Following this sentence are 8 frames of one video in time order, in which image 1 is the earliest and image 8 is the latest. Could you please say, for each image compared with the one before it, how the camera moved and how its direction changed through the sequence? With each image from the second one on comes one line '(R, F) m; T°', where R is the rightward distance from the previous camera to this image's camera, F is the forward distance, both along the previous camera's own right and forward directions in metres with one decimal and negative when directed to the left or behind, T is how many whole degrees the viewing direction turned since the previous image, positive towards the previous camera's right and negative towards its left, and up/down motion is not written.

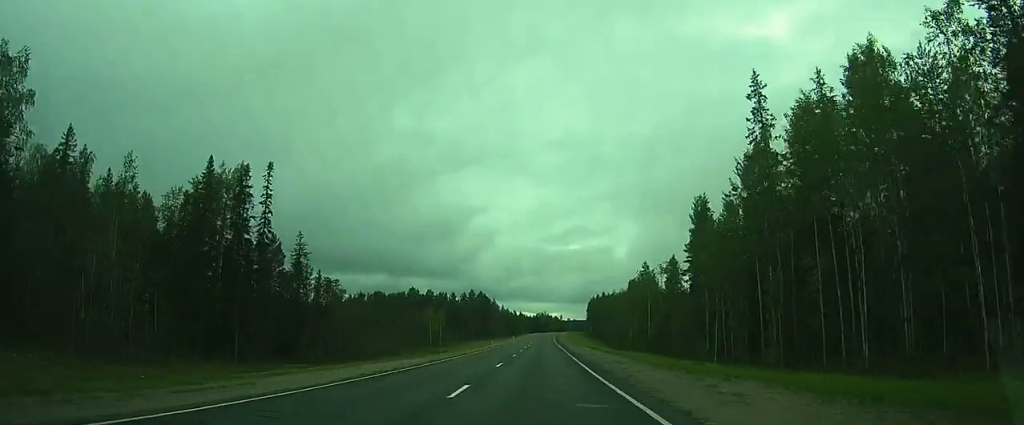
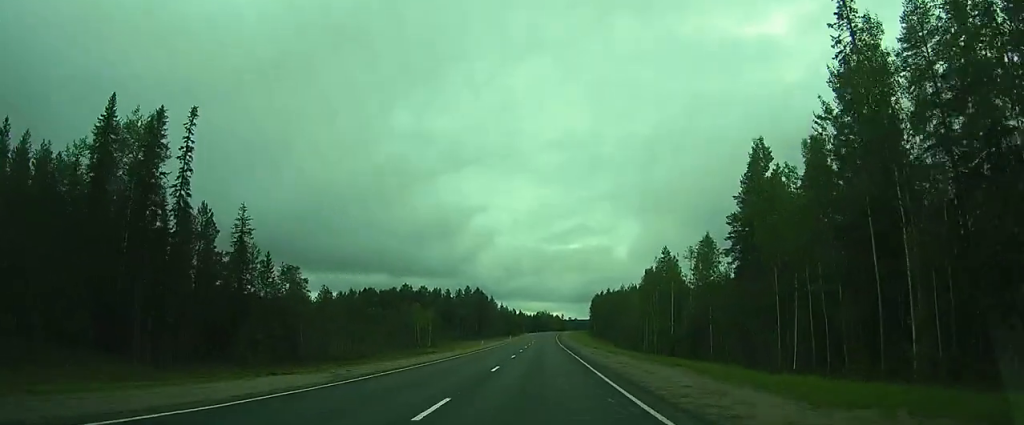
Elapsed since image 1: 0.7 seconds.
(0.0, +15.3) m; 0°
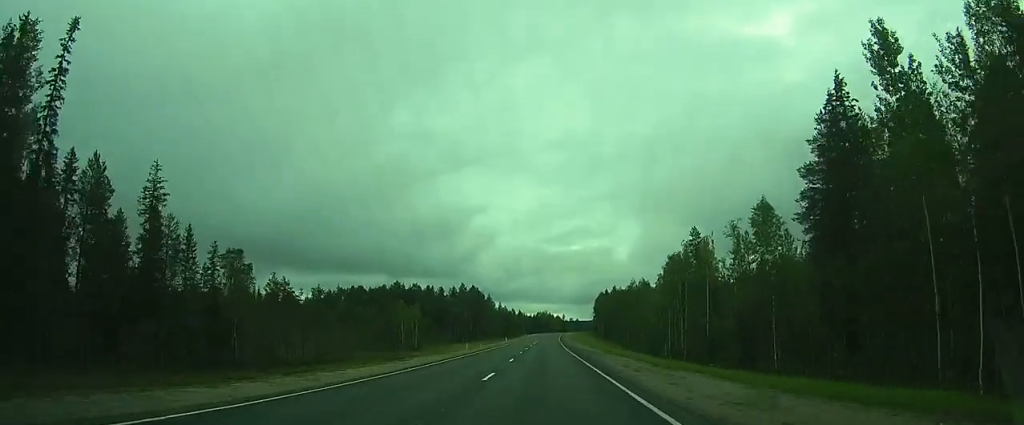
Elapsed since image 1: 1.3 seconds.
(0.0, +15.3) m; 0°
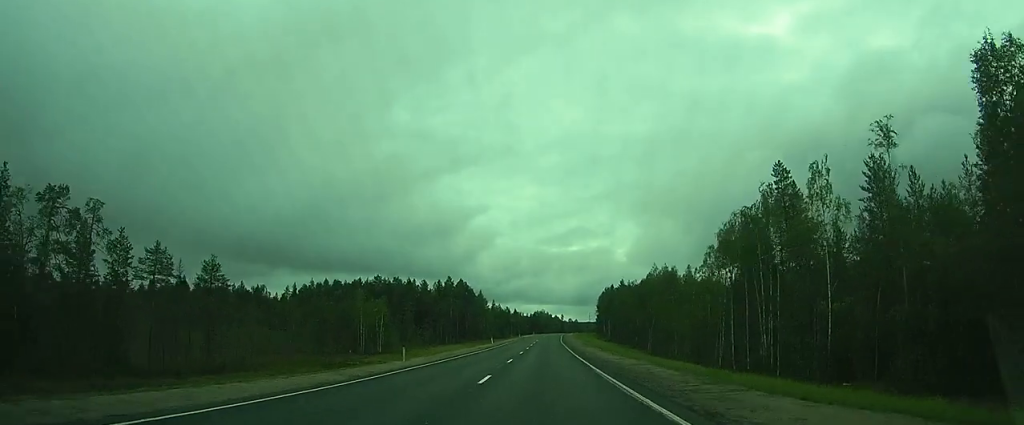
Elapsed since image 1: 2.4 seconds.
(+0.1, +25.2) m; 0°
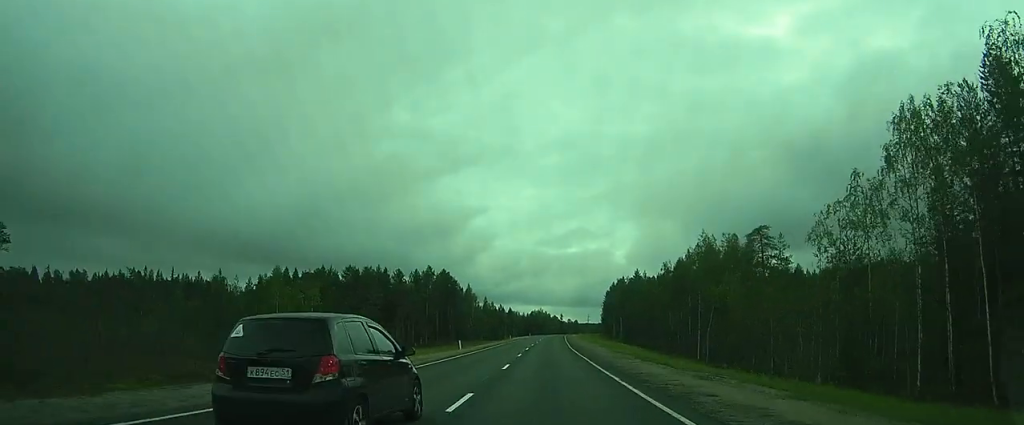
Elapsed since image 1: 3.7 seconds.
(0.0, +29.8) m; 0°
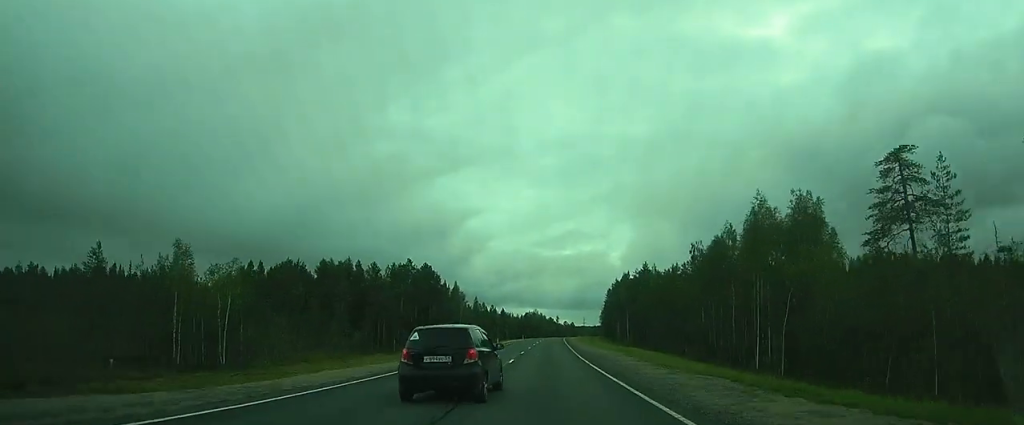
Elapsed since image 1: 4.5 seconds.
(0.0, +18.4) m; 0°
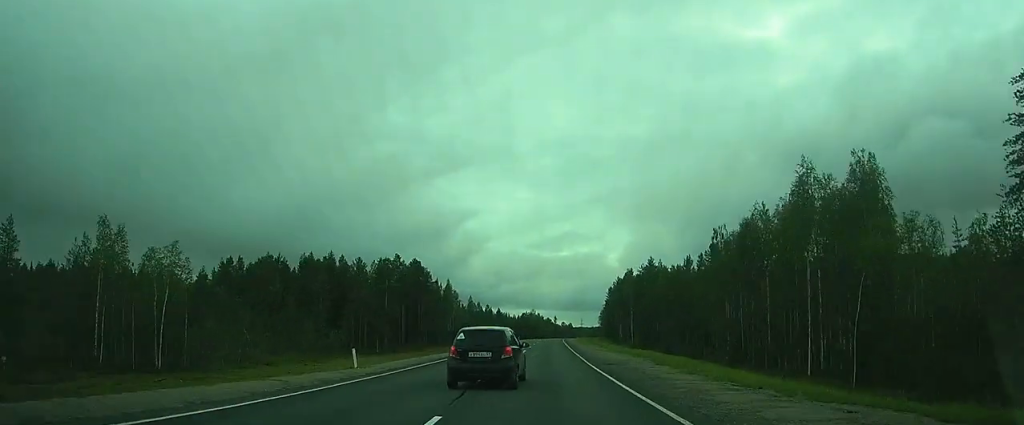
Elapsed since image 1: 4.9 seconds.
(0.0, +9.2) m; 0°
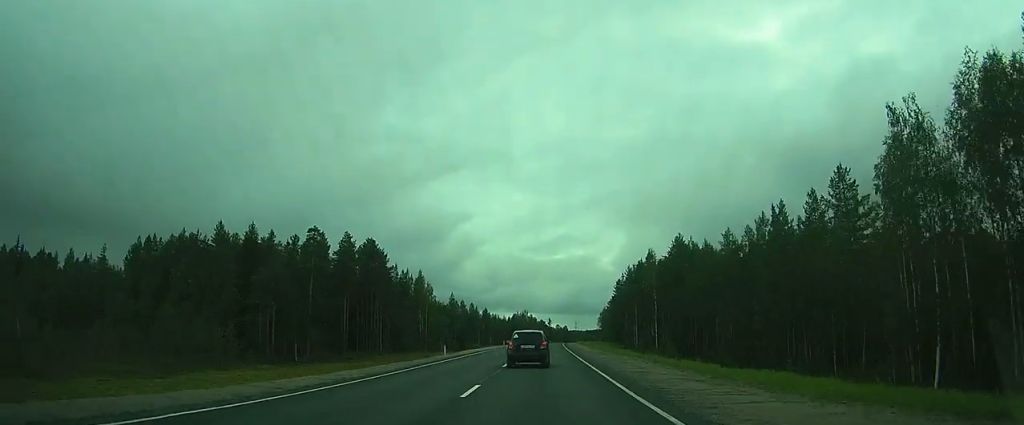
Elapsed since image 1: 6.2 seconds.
(0.0, +29.8) m; 0°
